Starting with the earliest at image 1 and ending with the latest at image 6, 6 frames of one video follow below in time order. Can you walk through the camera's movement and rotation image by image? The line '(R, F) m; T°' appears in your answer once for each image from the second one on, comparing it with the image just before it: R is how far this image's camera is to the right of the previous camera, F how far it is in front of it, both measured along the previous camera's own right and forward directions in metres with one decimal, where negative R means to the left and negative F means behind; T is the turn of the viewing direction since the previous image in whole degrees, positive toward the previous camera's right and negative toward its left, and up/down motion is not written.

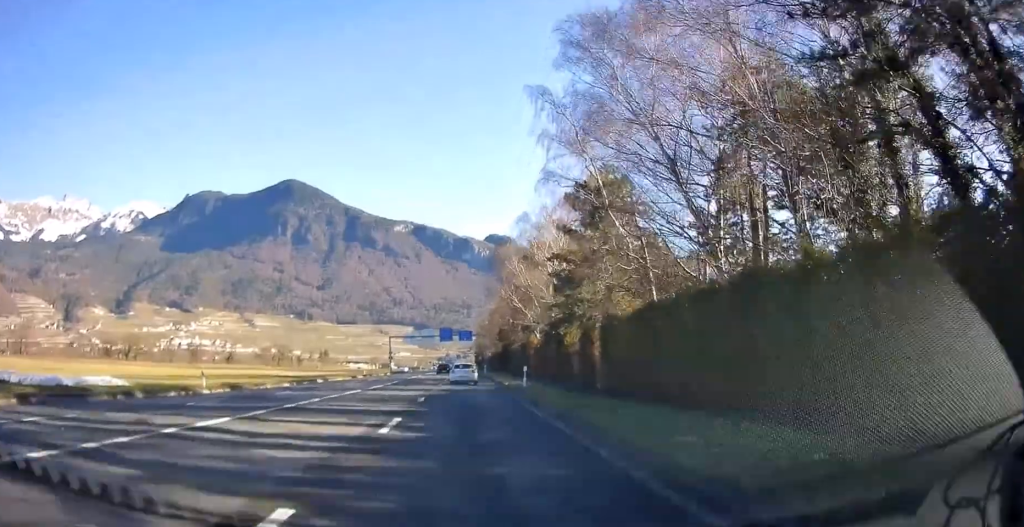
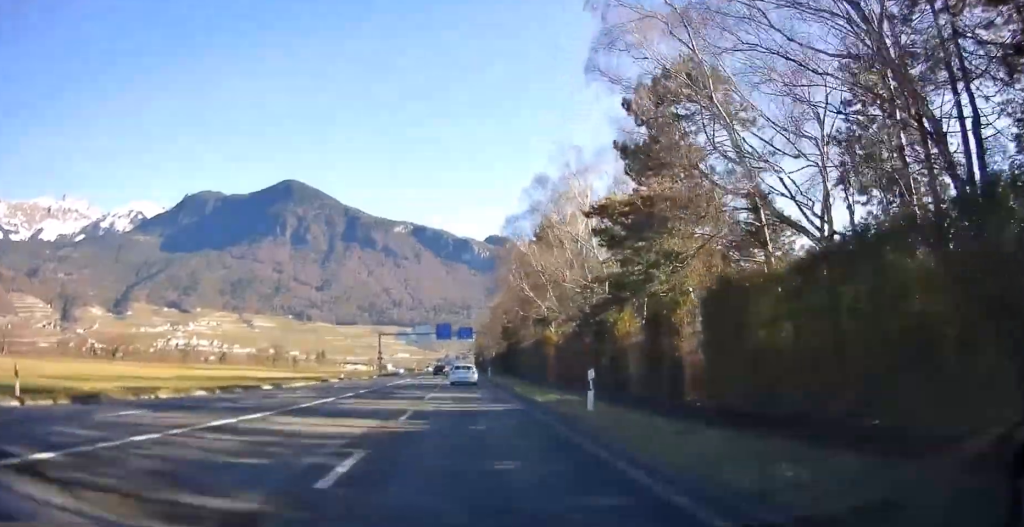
(-0.2, +13.8) m; -1°
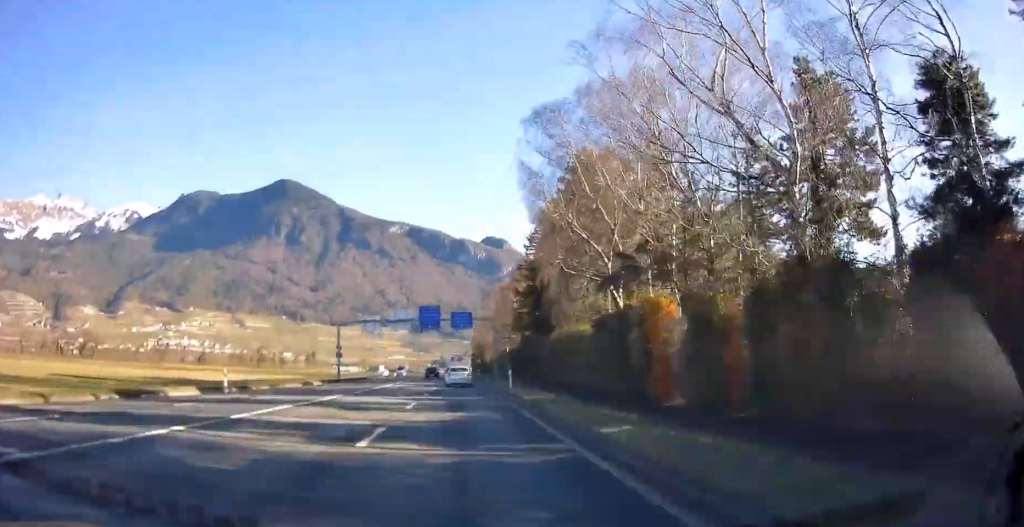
(-0.1, +31.1) m; +1°
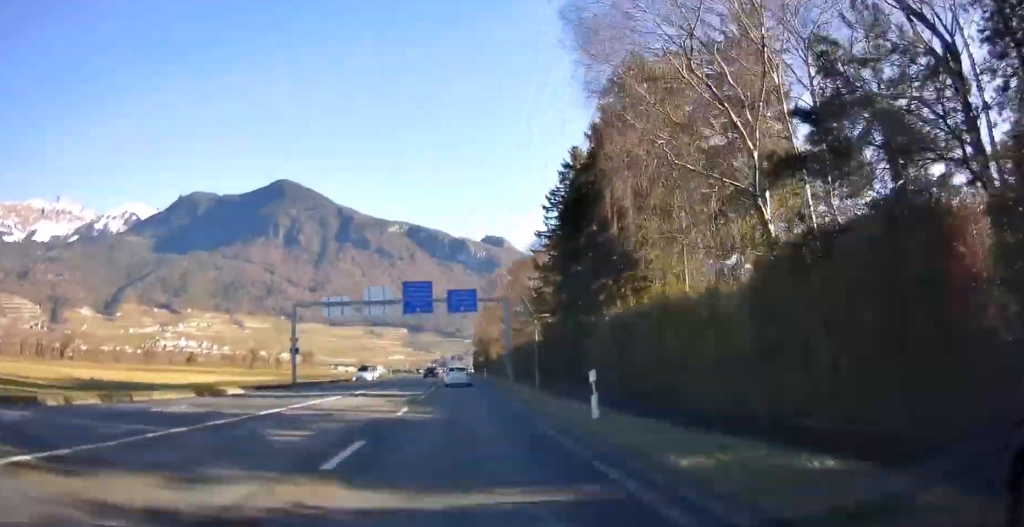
(+0.1, +19.2) m; 0°
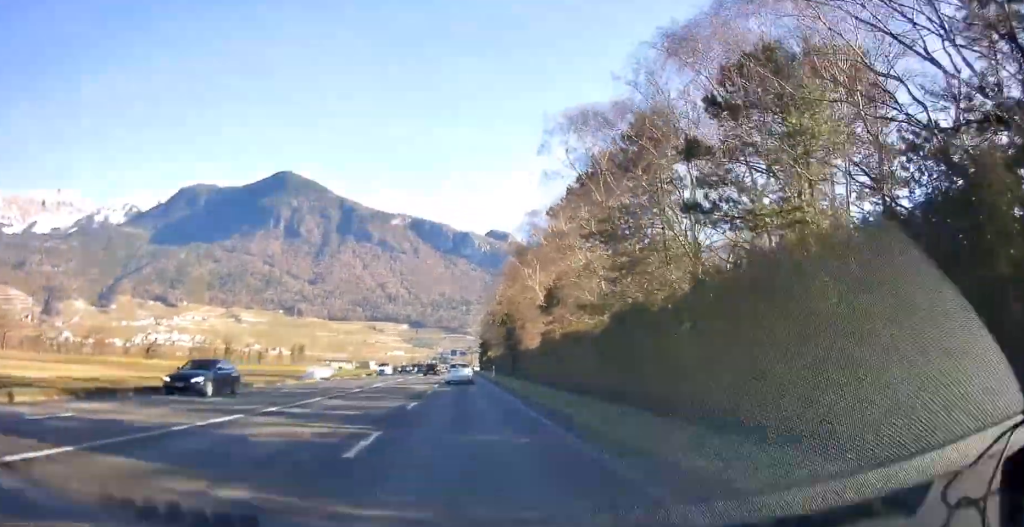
(0.0, +61.3) m; 0°
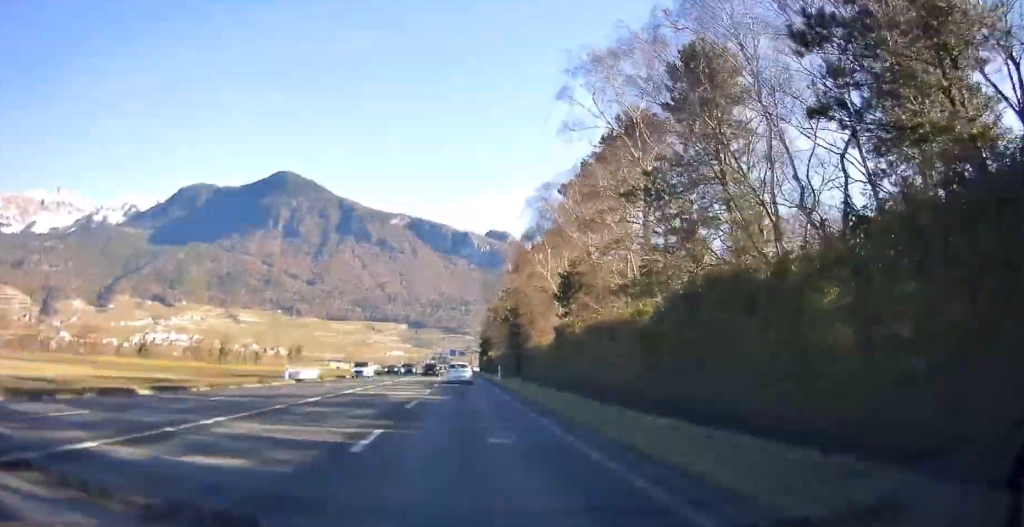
(0.0, +8.3) m; 0°
